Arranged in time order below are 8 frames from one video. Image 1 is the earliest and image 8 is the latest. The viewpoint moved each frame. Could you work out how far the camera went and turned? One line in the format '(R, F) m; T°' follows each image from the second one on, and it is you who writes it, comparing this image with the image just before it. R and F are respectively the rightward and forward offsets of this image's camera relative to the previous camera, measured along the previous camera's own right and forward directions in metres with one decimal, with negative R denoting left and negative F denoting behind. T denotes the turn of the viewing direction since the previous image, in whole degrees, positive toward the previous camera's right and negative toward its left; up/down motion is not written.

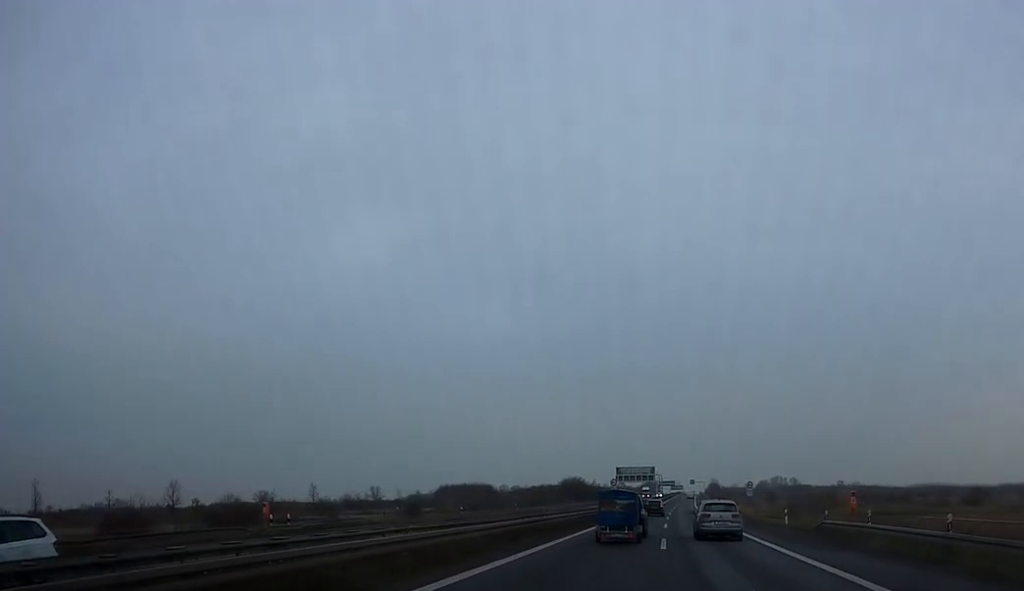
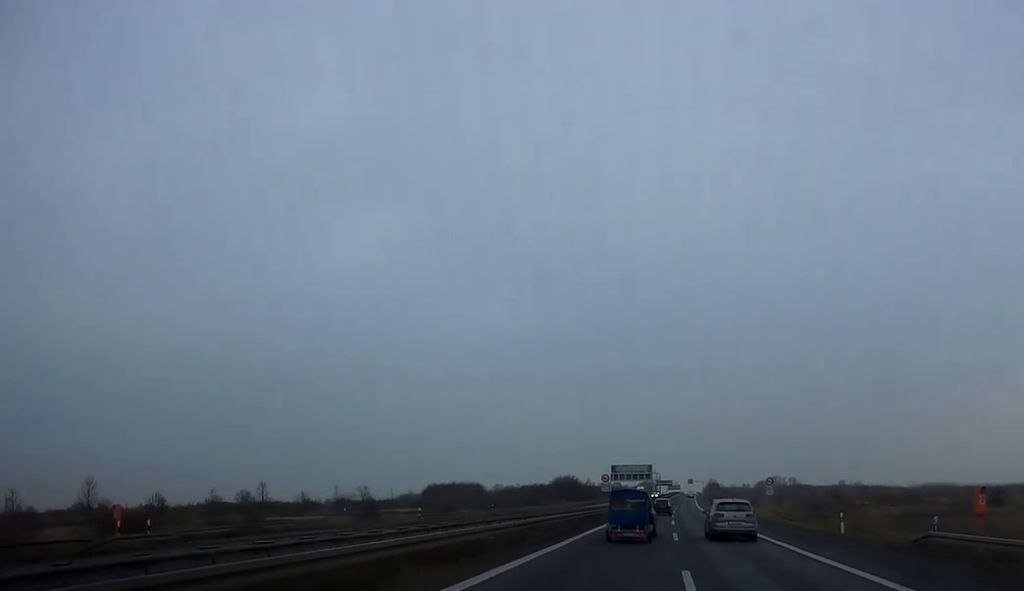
(0.0, +14.0) m; 0°
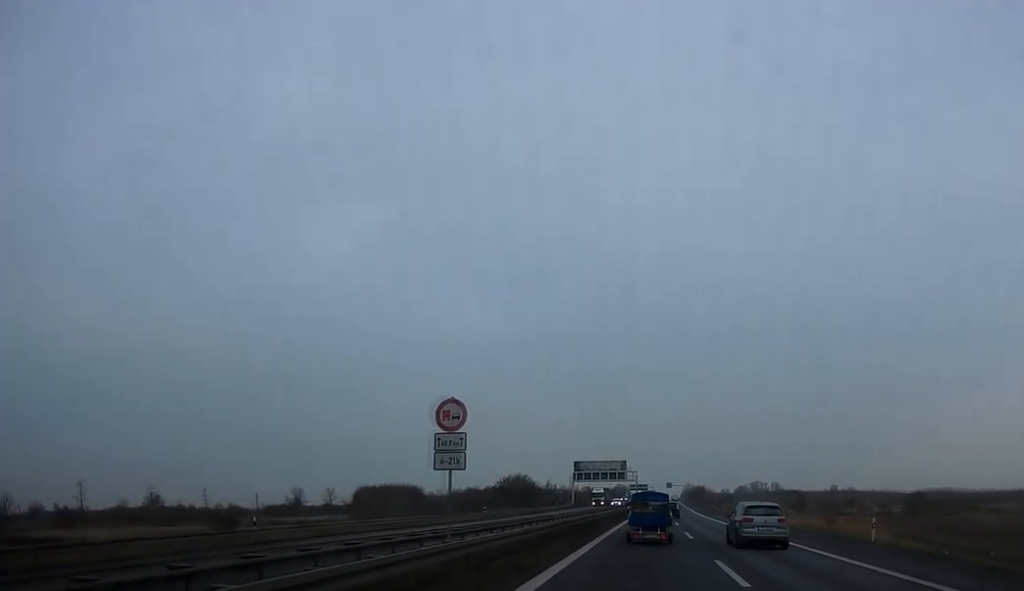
(+0.3, +51.4) m; +1°
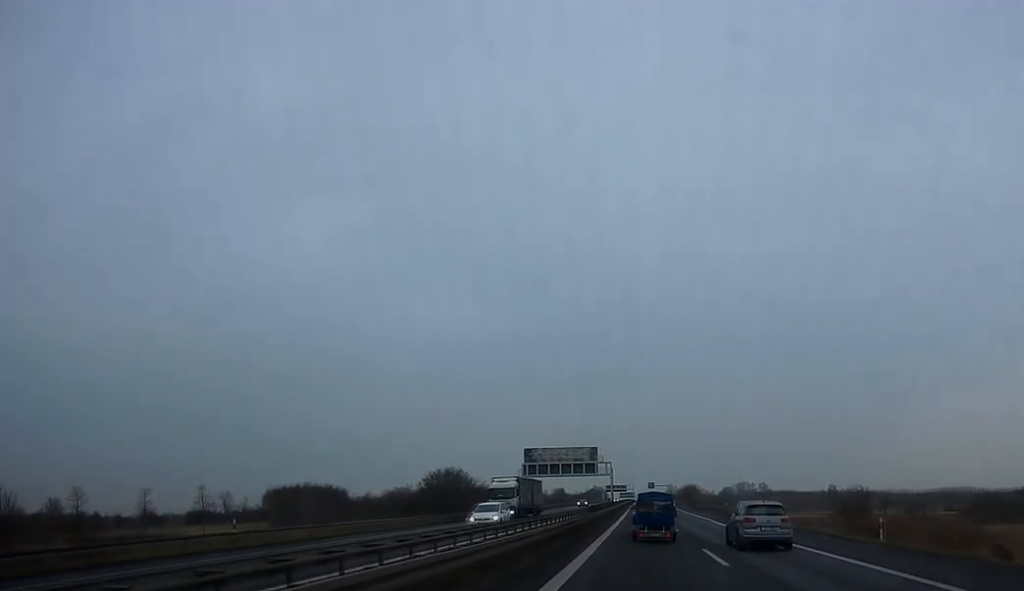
(+0.6, +50.1) m; +2°
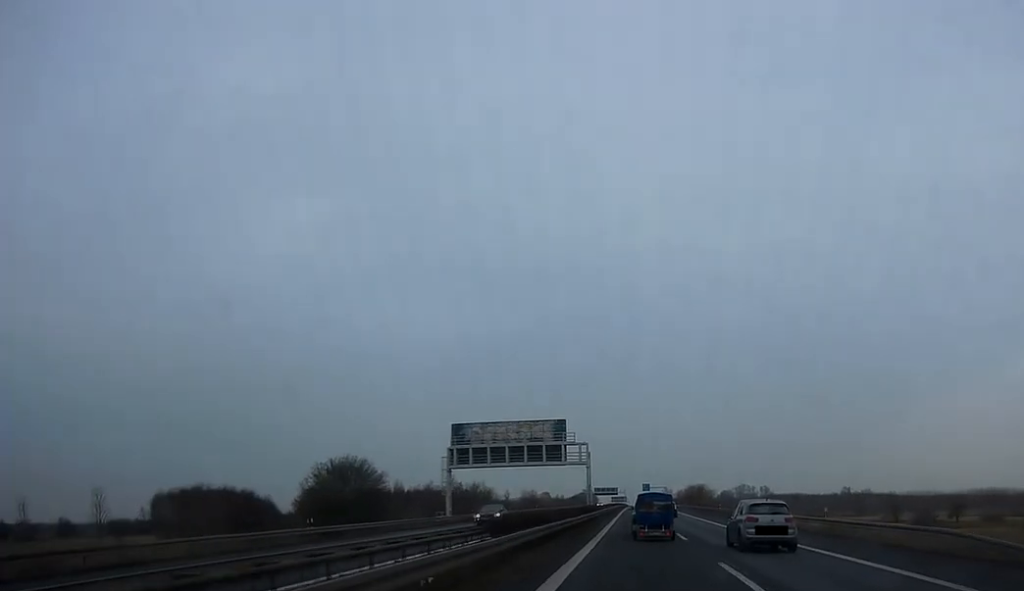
(+0.8, +46.8) m; +1°
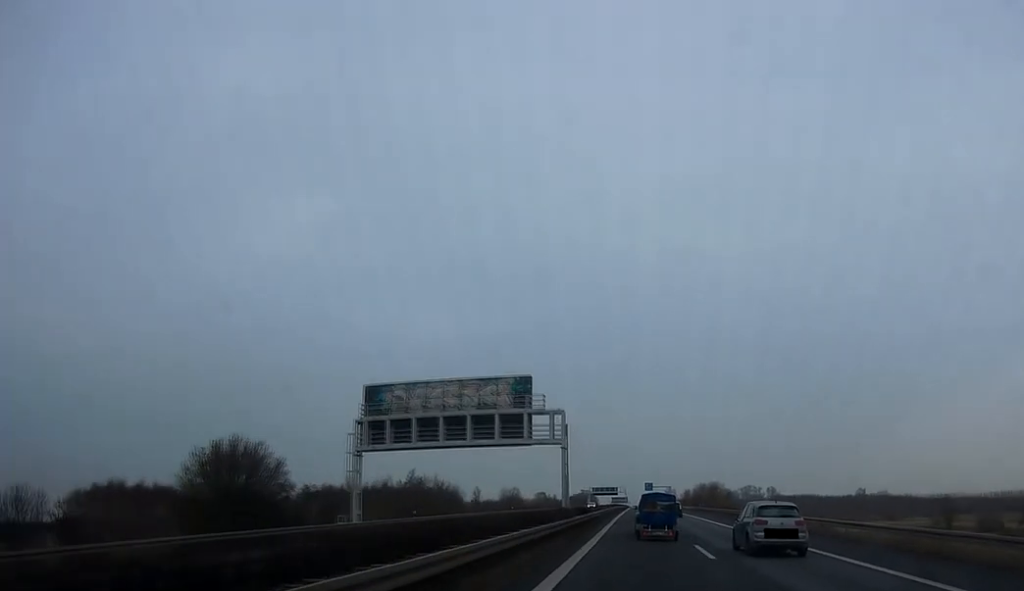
(+0.2, +27.6) m; +1°
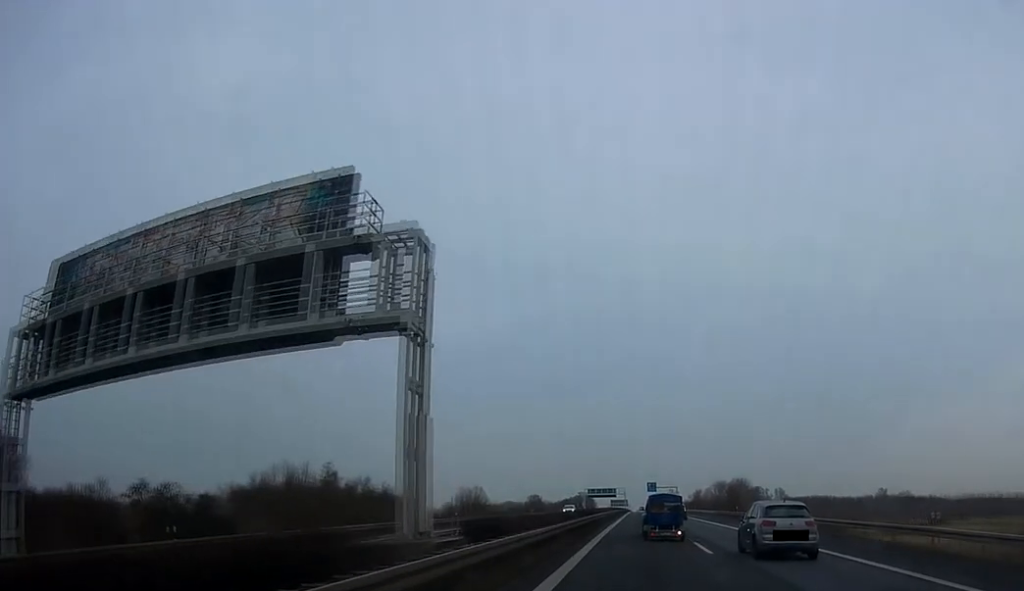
(+0.1, +34.3) m; 0°
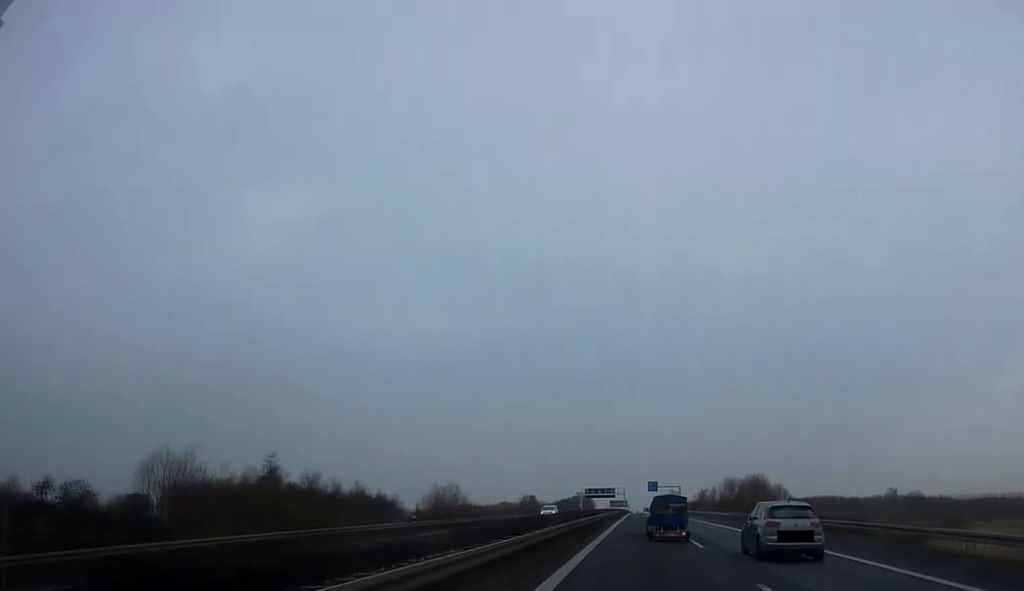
(0.0, +14.7) m; 0°
